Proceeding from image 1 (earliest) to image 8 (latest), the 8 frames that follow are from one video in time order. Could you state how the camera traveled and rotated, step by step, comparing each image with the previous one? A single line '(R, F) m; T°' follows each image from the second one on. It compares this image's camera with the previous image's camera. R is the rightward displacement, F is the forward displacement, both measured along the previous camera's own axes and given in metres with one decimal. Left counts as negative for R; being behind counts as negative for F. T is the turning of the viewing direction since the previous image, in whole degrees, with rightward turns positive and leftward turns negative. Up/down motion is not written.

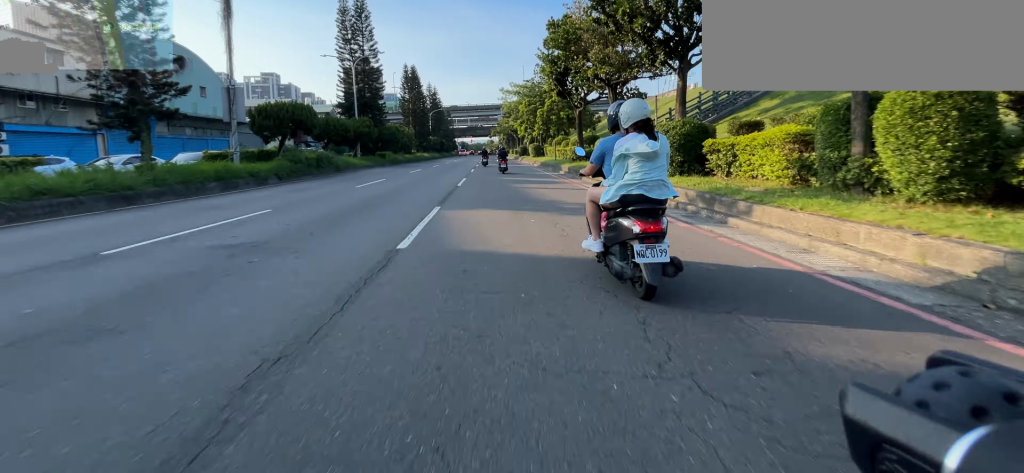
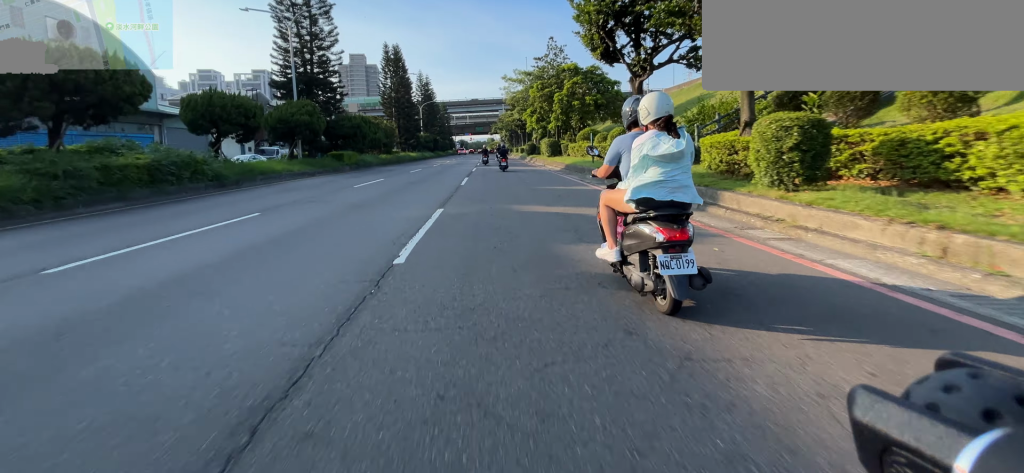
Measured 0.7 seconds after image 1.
(0.0, +10.1) m; -1°
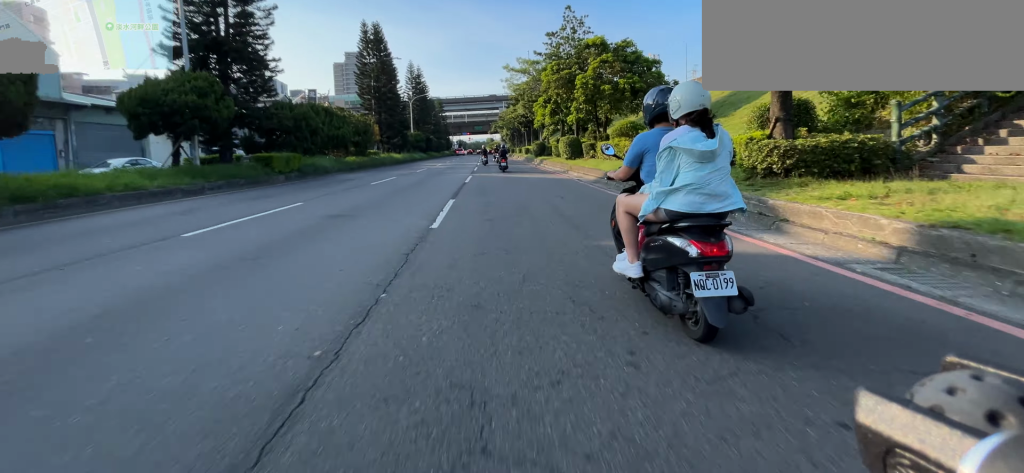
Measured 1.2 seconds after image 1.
(-0.1, +7.3) m; 0°
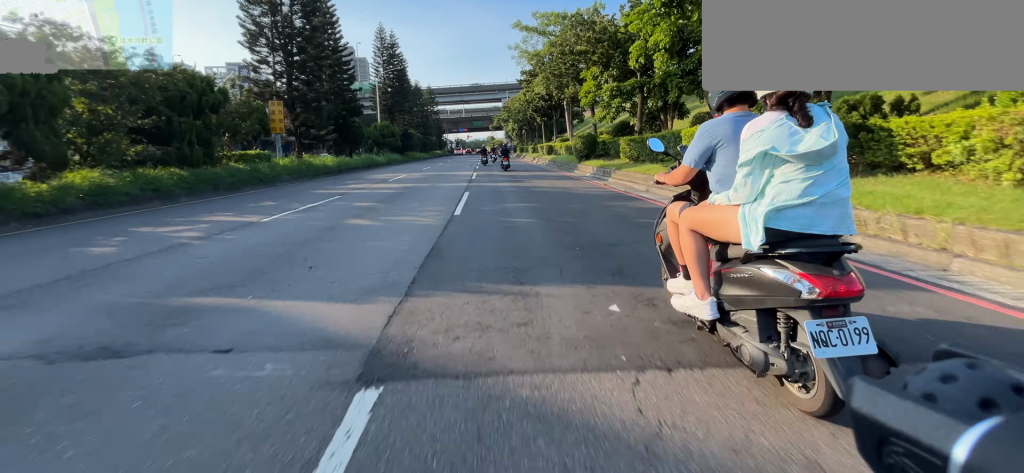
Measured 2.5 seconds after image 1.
(0.0, +15.5) m; 0°
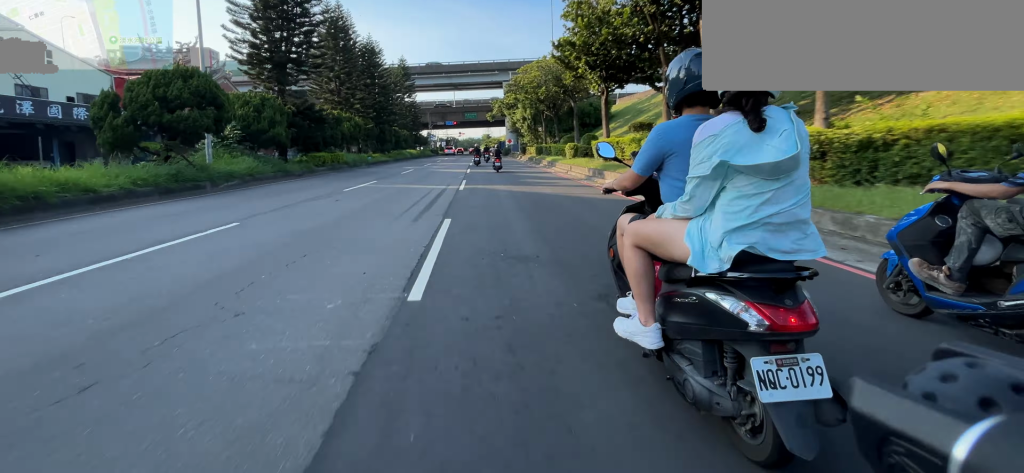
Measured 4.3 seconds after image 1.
(0.0, +21.2) m; 0°
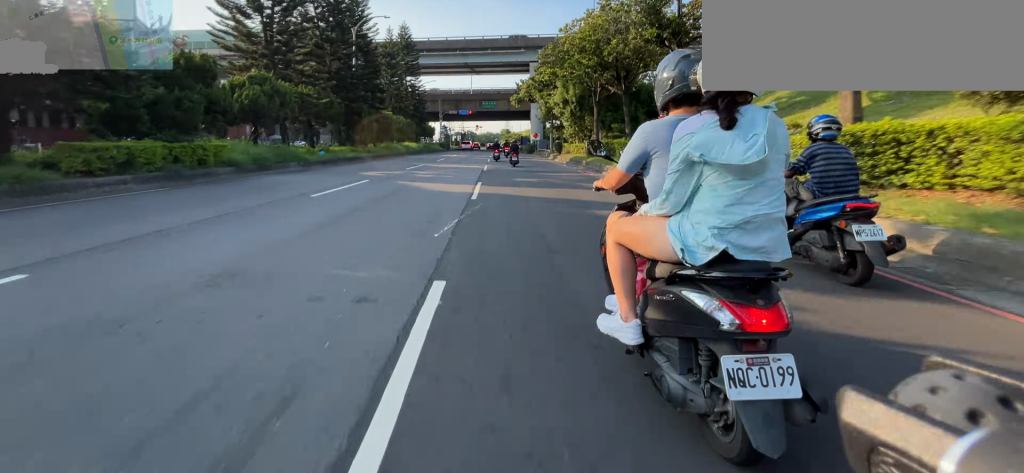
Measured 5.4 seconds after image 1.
(-0.1, +13.2) m; -1°
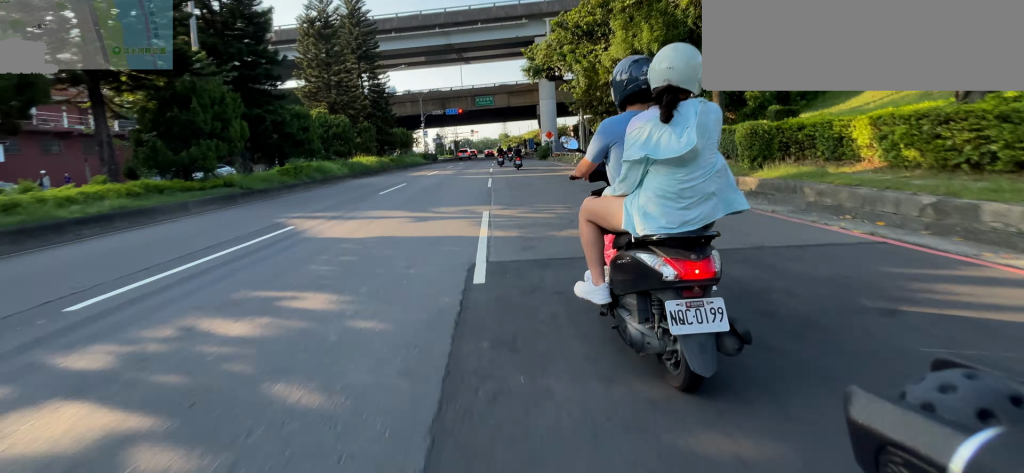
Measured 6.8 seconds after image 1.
(0.0, +17.7) m; +1°
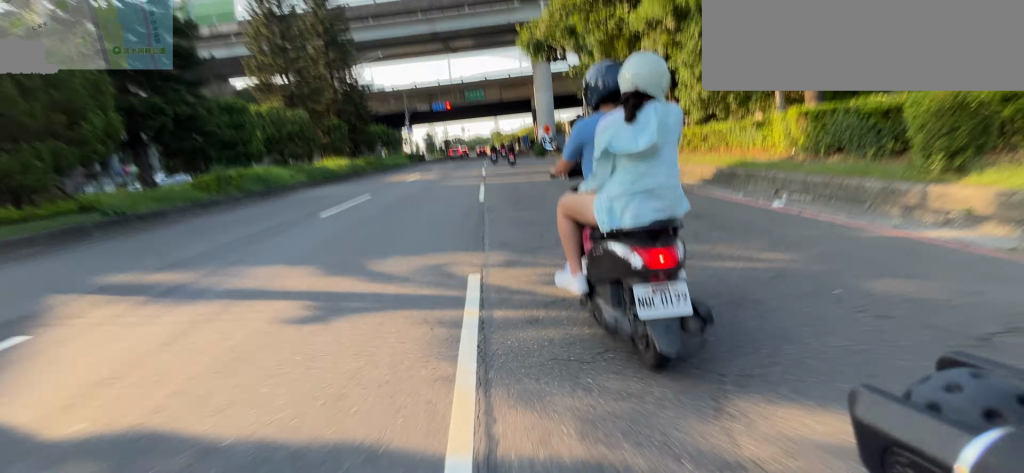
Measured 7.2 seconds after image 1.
(0.0, +5.0) m; +1°
